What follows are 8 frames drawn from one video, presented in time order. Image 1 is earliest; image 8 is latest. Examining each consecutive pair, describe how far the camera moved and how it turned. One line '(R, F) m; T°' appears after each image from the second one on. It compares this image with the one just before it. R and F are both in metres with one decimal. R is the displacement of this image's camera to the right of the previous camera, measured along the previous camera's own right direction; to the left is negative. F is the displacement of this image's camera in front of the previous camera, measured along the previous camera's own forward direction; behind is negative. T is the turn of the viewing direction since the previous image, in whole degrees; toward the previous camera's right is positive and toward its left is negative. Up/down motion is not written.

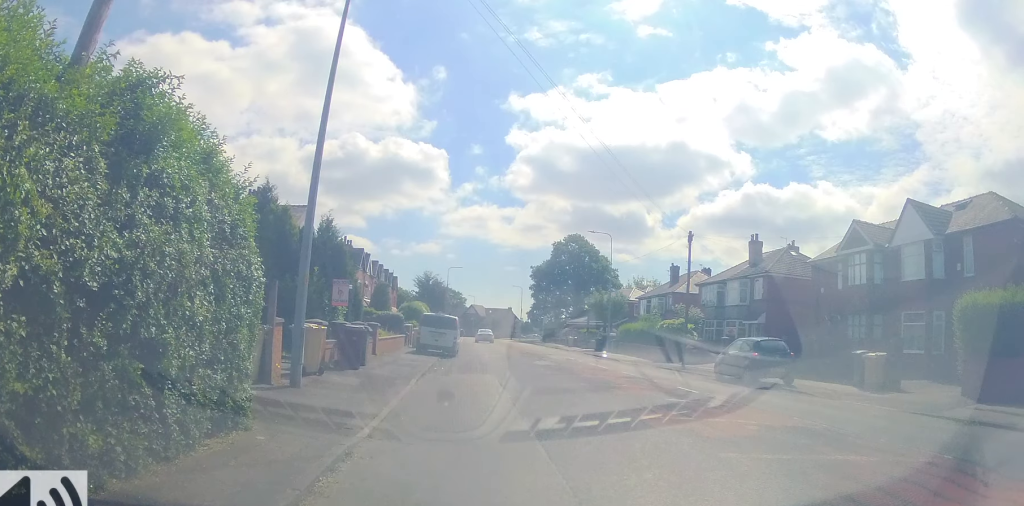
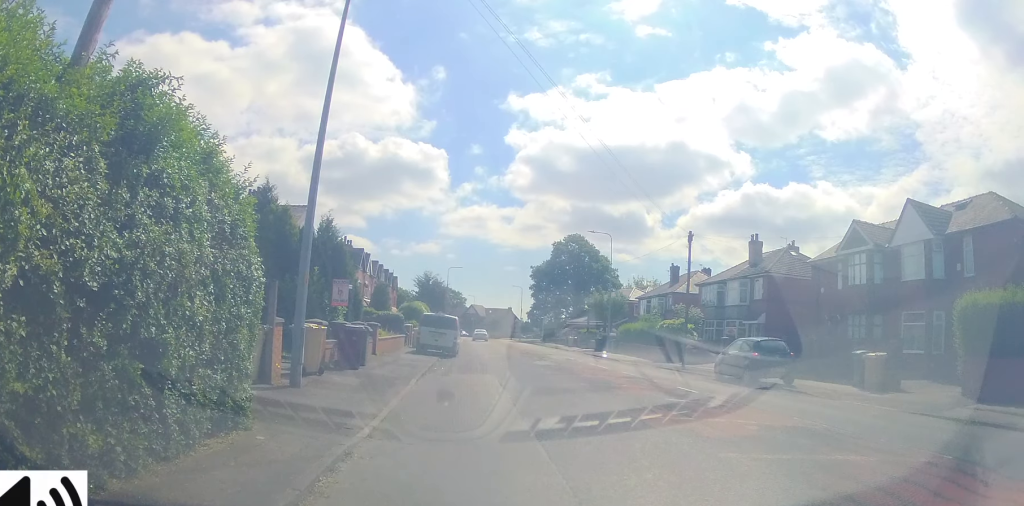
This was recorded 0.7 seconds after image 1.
(0.0, 0.0) m; 0°
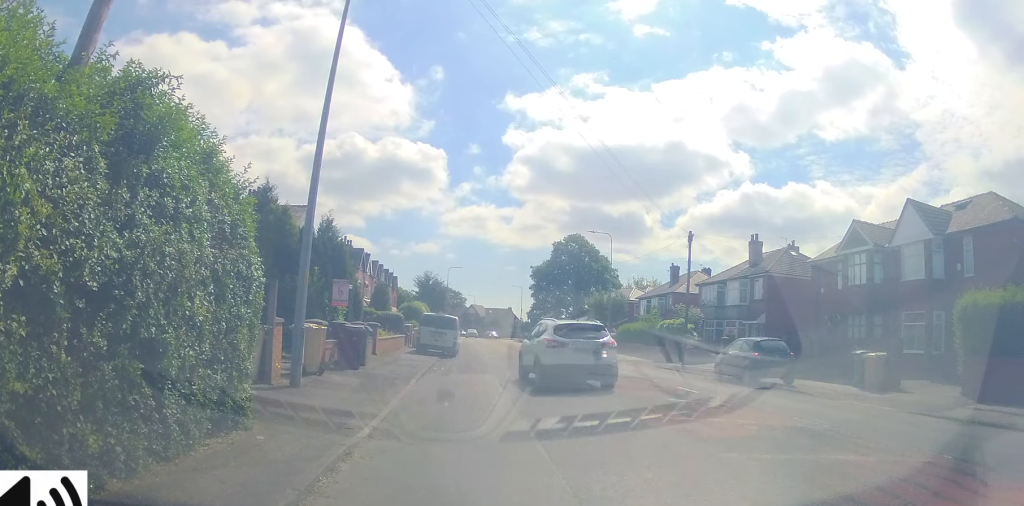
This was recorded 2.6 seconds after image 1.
(0.0, 0.0) m; 0°
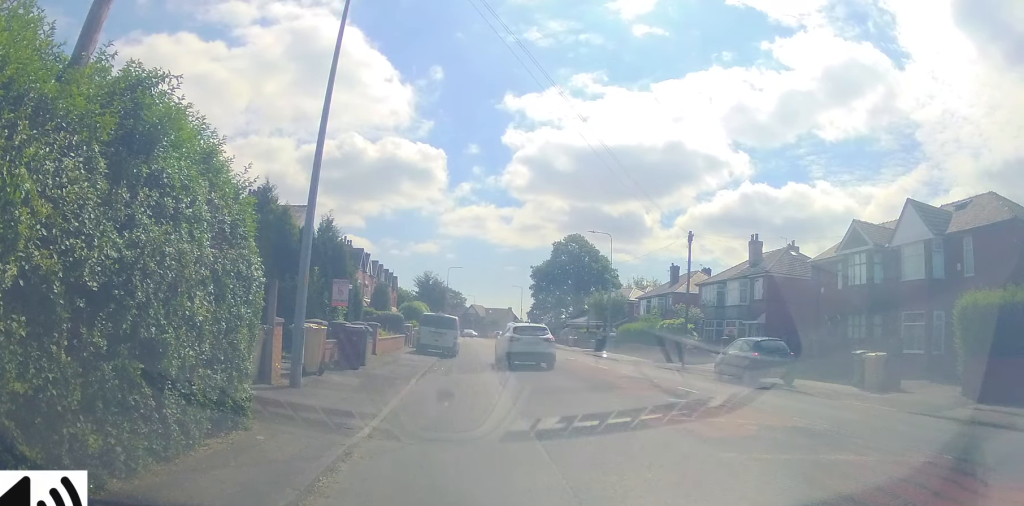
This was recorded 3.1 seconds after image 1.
(0.0, 0.0) m; 0°
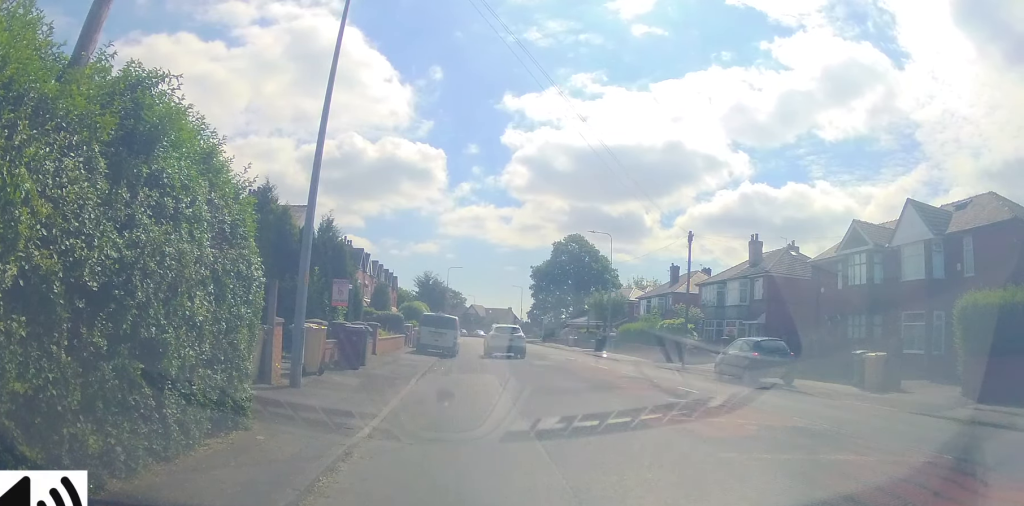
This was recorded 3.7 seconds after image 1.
(0.0, 0.0) m; 0°
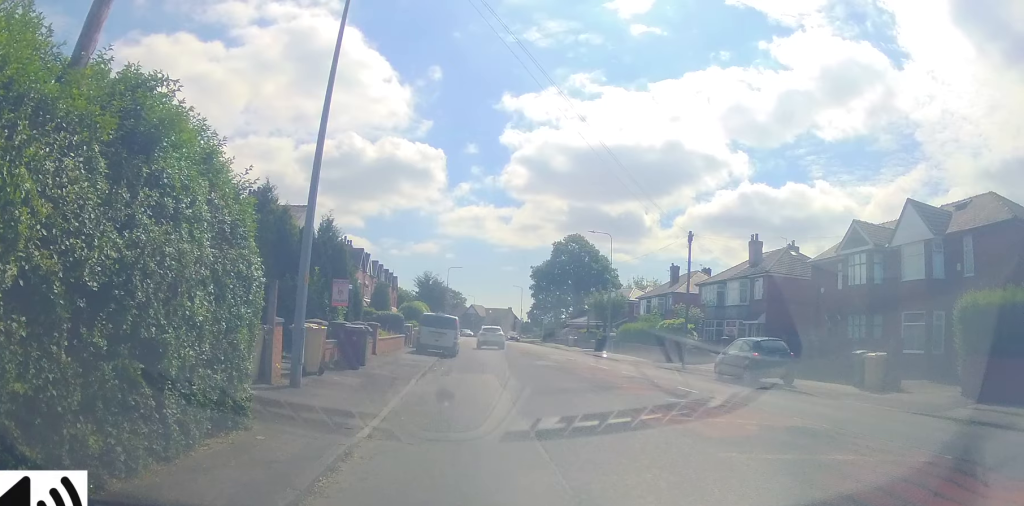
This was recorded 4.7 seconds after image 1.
(0.0, 0.0) m; 0°
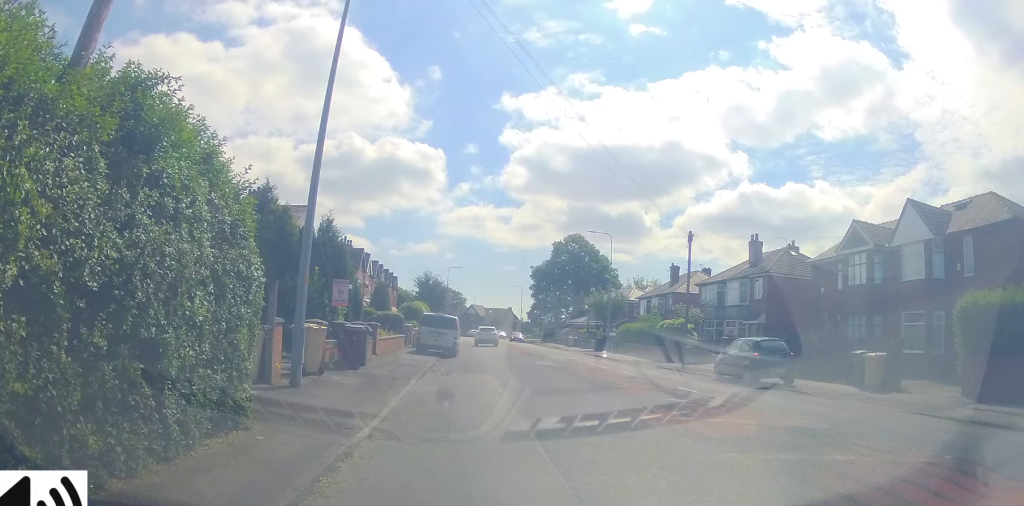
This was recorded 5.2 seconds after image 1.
(0.0, 0.0) m; 0°
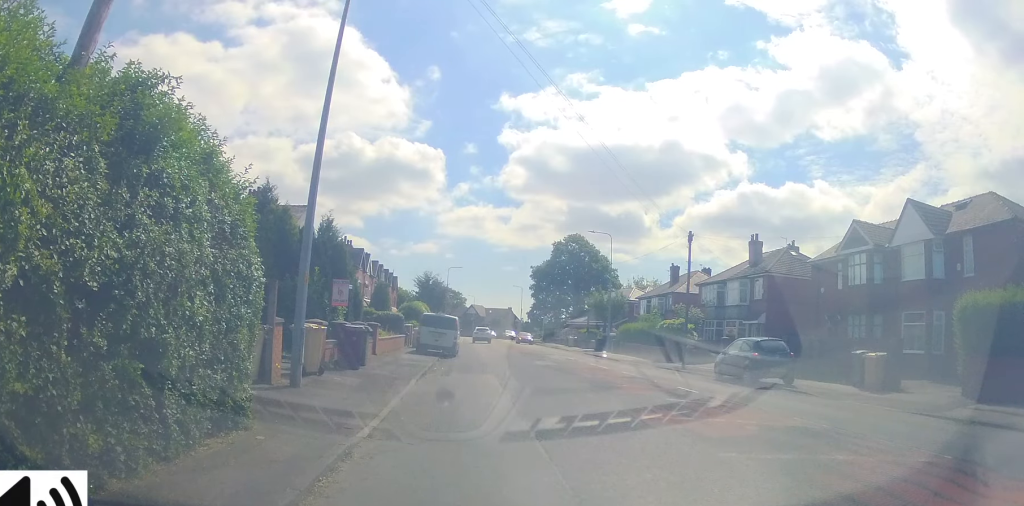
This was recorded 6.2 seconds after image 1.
(0.0, 0.0) m; 0°
